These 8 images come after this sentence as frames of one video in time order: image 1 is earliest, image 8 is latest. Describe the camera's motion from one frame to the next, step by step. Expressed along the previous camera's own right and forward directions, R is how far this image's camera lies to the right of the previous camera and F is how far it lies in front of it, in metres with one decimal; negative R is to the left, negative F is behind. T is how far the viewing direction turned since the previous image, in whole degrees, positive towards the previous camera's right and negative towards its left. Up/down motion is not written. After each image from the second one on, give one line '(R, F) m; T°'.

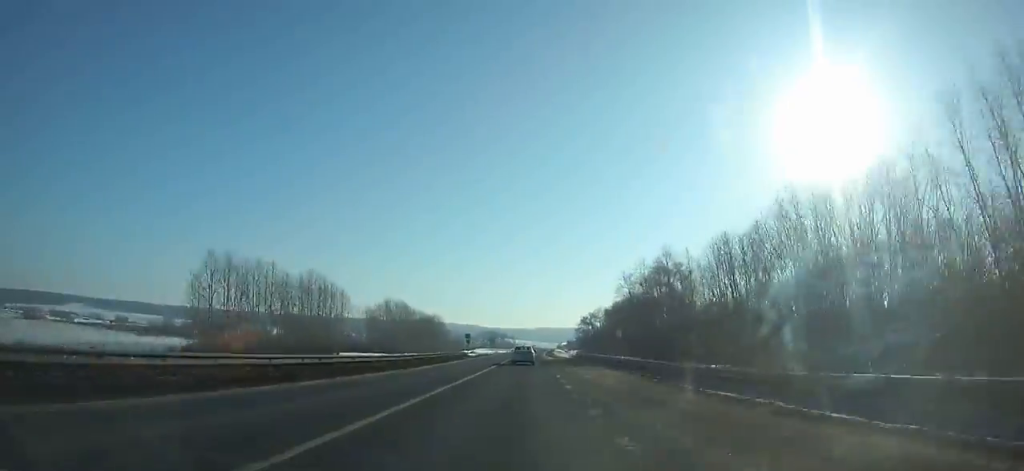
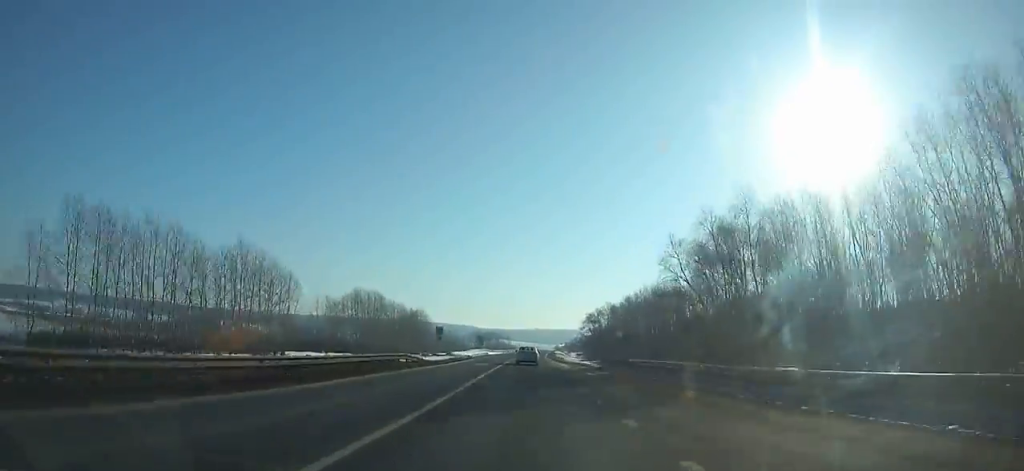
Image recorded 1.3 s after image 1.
(+0.3, +30.2) m; +1°
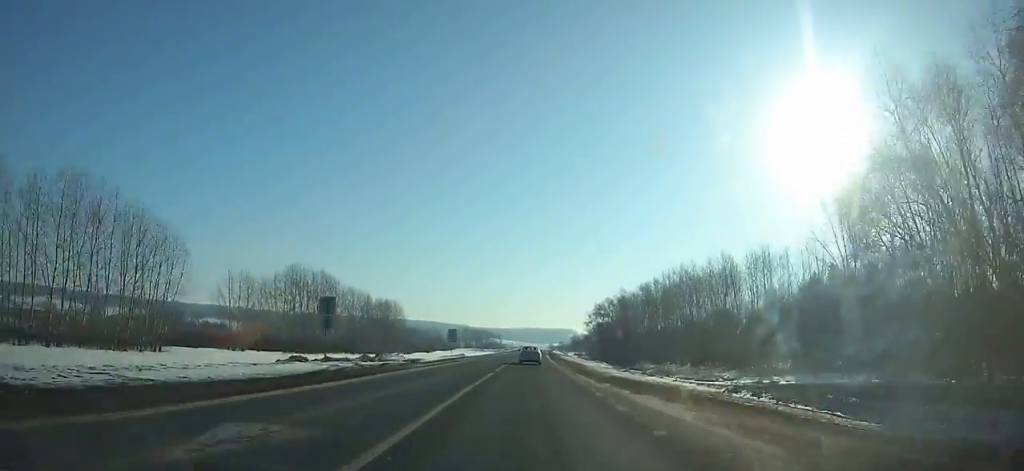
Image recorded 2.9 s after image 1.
(+0.1, +37.2) m; +1°
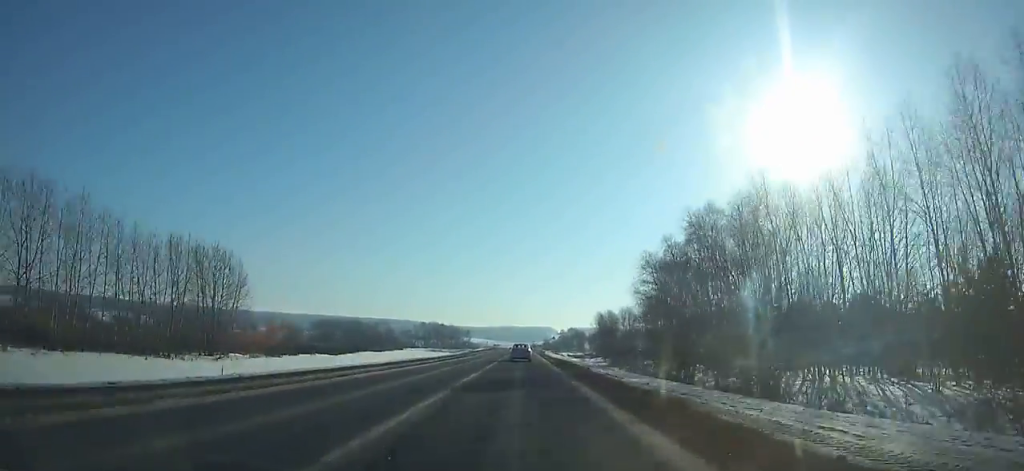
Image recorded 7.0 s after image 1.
(+1.5, +96.8) m; +1°
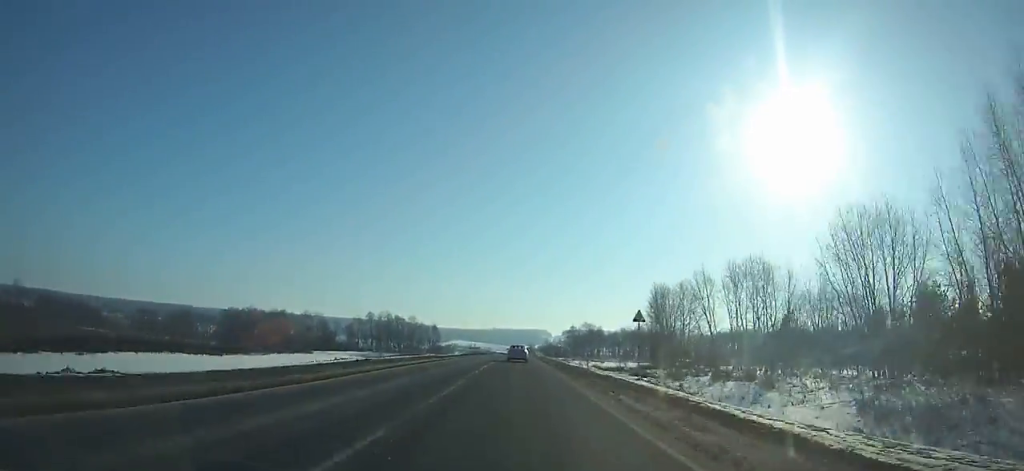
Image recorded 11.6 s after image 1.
(+0.4, +109.0) m; 0°
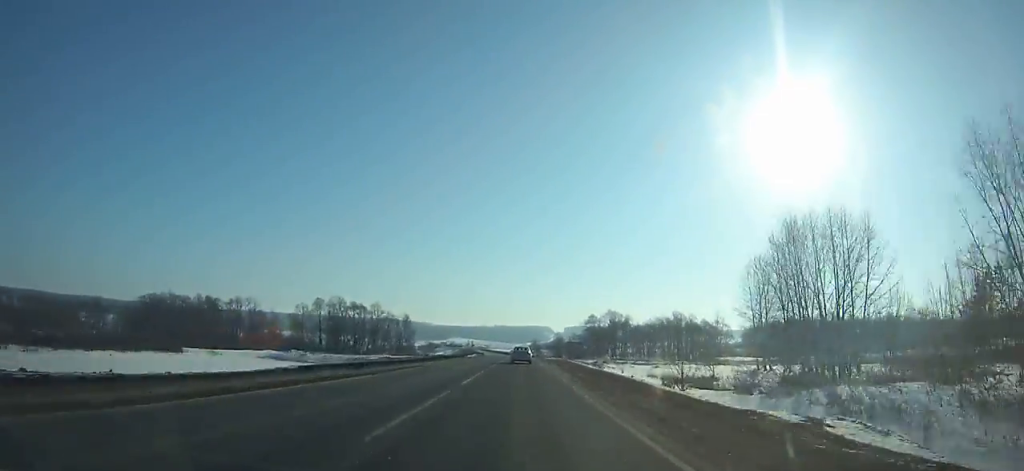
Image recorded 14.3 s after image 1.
(+0.2, +63.7) m; 0°
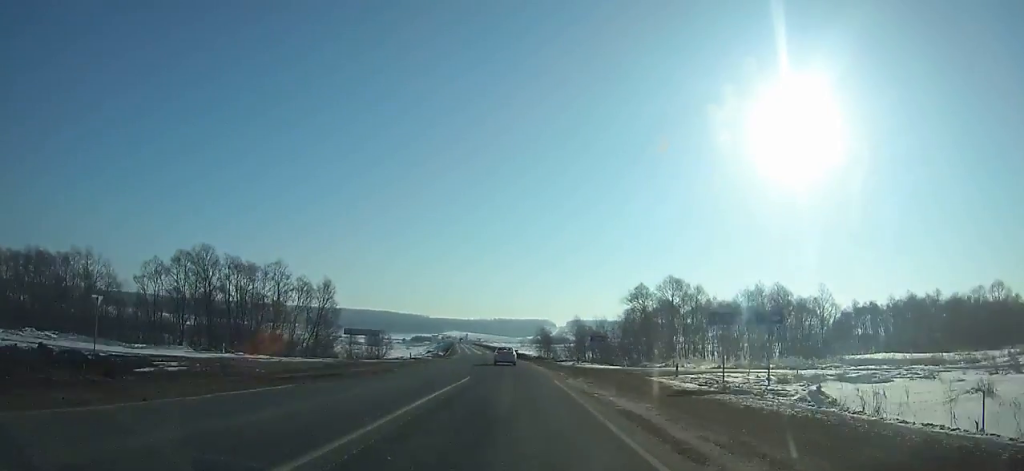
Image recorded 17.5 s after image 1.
(-0.1, +74.9) m; -2°
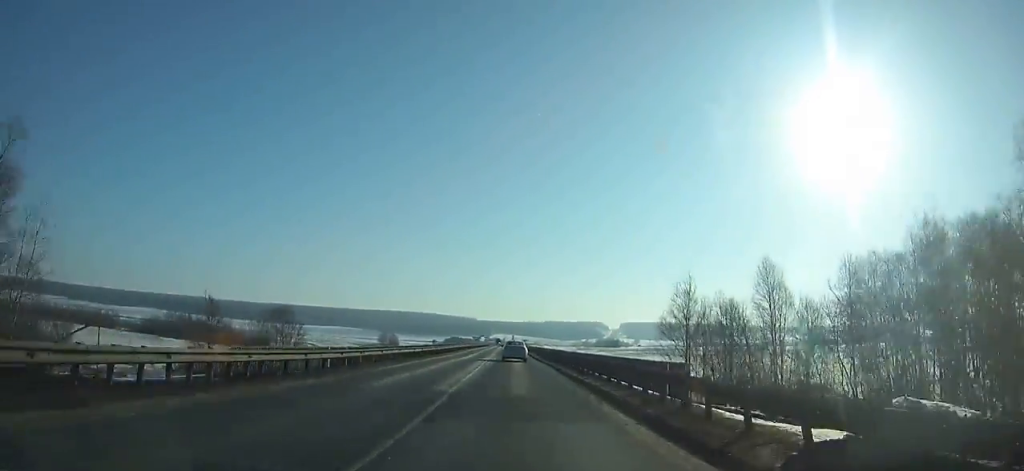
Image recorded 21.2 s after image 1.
(-3.3, +85.6) m; -4°
